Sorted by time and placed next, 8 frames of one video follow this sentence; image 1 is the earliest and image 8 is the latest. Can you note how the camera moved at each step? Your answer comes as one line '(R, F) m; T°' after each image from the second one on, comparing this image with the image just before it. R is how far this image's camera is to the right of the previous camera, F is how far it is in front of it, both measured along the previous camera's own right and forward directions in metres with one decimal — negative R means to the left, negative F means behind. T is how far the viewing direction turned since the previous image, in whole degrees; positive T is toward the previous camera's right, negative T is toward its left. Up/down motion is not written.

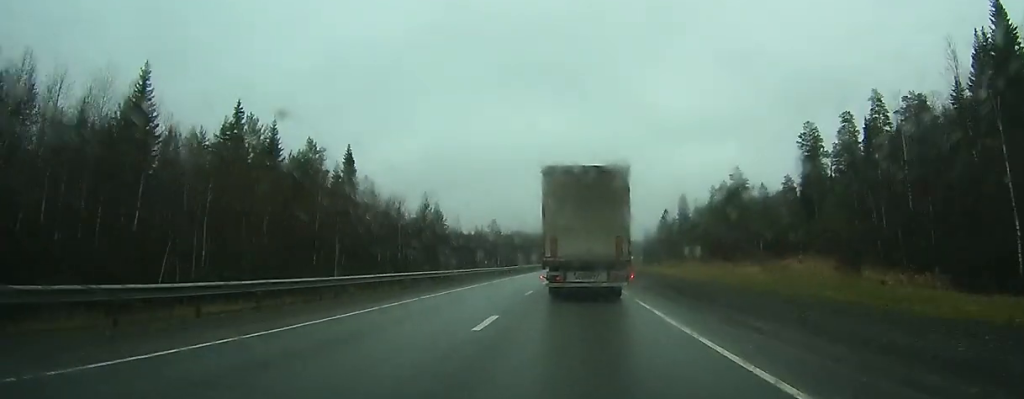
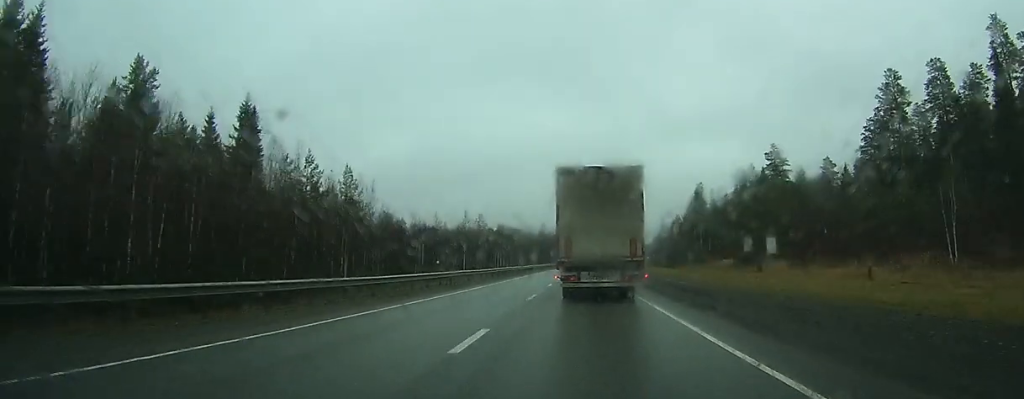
(-0.2, +38.1) m; 0°
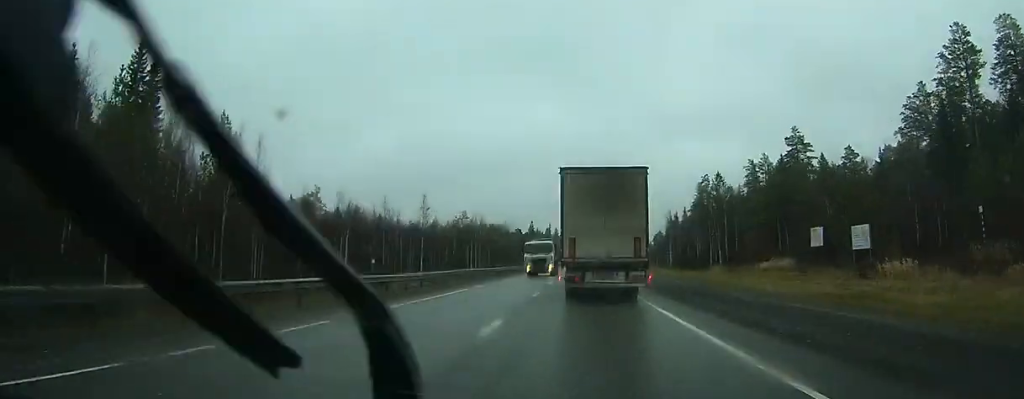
(0.0, +21.2) m; +1°
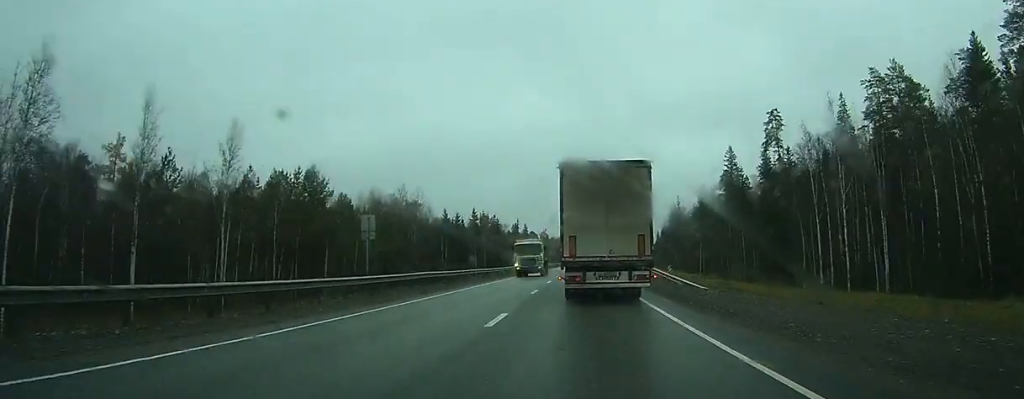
(+2.8, +79.4) m; +3°
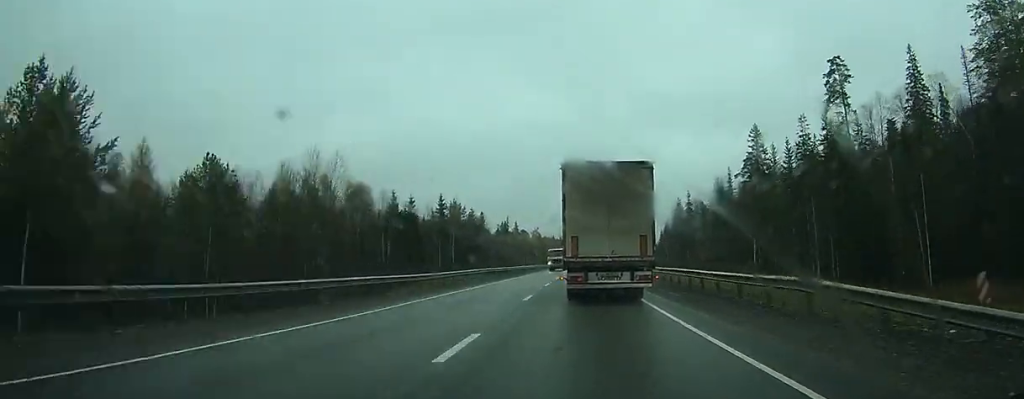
(+0.1, +29.2) m; 0°
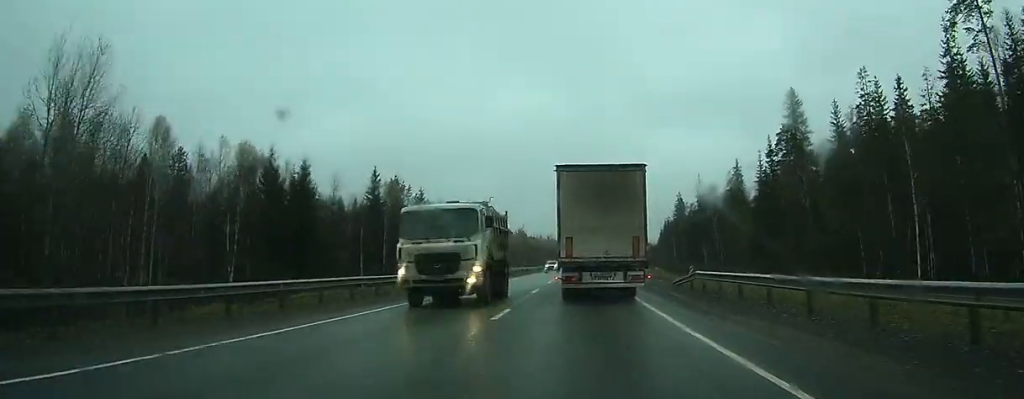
(+0.2, +32.0) m; +1°
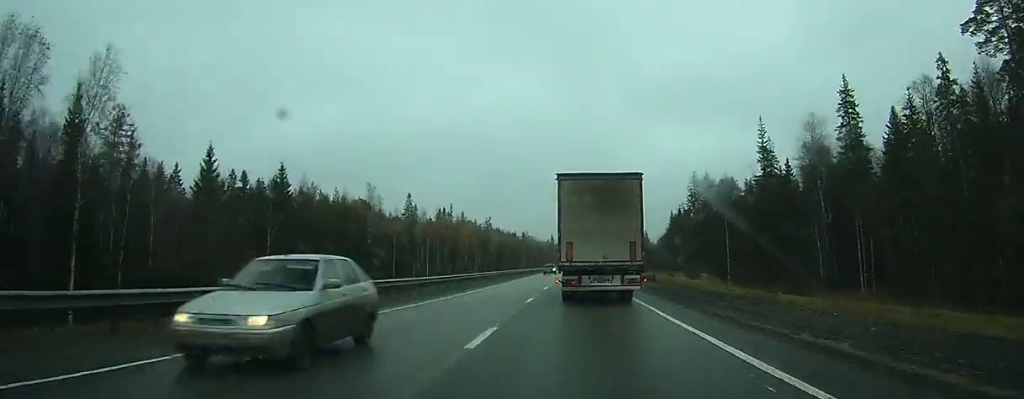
(+1.1, +64.3) m; +2°
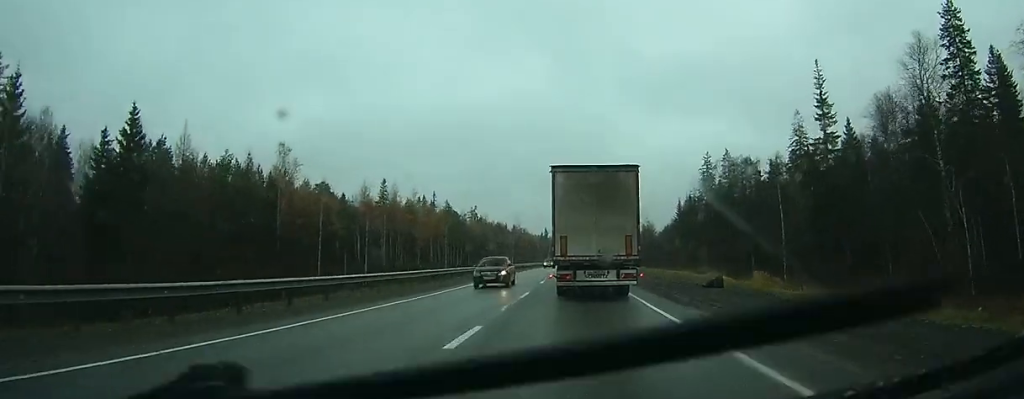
(+0.1, +23.4) m; +1°
